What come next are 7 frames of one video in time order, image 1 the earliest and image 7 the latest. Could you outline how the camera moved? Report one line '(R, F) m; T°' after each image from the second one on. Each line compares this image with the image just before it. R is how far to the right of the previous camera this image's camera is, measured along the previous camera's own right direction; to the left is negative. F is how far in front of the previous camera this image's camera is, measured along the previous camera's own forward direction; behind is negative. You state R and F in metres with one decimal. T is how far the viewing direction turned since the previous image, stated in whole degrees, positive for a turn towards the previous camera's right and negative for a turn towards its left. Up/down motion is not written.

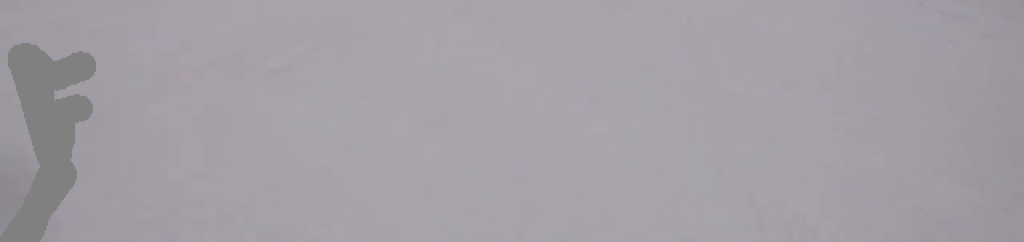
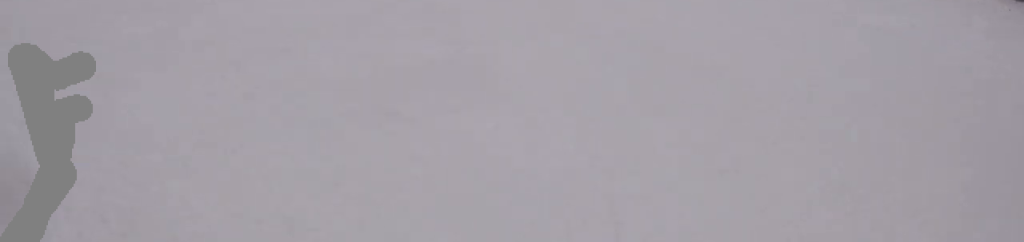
(-3.5, +13.4) m; -14°
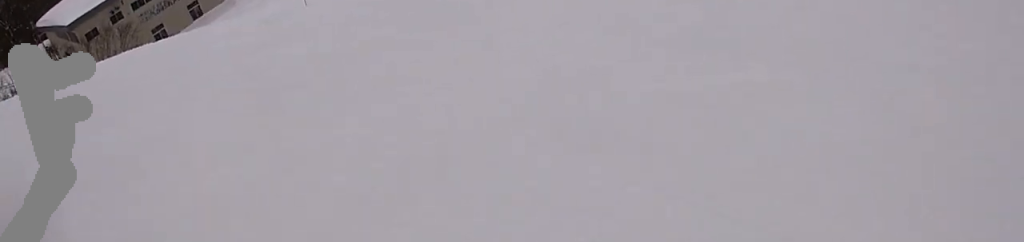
(+0.7, +12.6) m; +8°
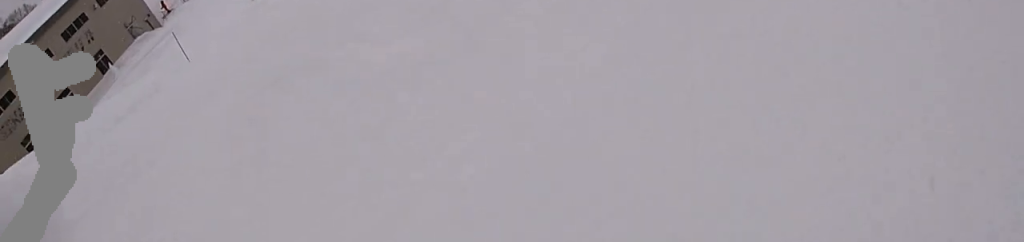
(+0.8, +10.7) m; -1°
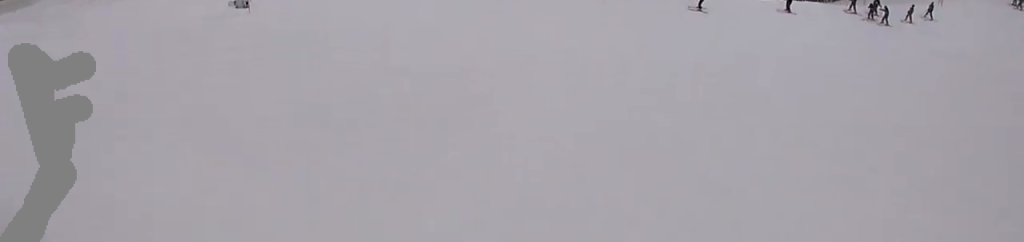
(-1.2, +12.5) m; -9°
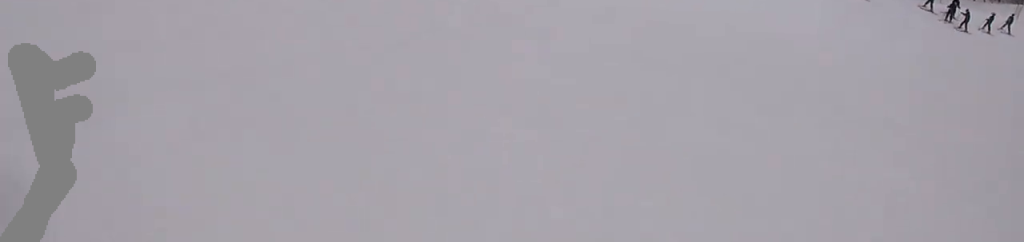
(+0.3, +4.6) m; -3°
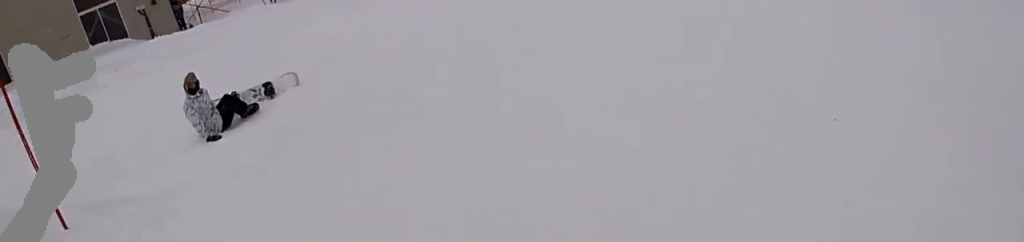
(-1.6, +16.1) m; -10°
